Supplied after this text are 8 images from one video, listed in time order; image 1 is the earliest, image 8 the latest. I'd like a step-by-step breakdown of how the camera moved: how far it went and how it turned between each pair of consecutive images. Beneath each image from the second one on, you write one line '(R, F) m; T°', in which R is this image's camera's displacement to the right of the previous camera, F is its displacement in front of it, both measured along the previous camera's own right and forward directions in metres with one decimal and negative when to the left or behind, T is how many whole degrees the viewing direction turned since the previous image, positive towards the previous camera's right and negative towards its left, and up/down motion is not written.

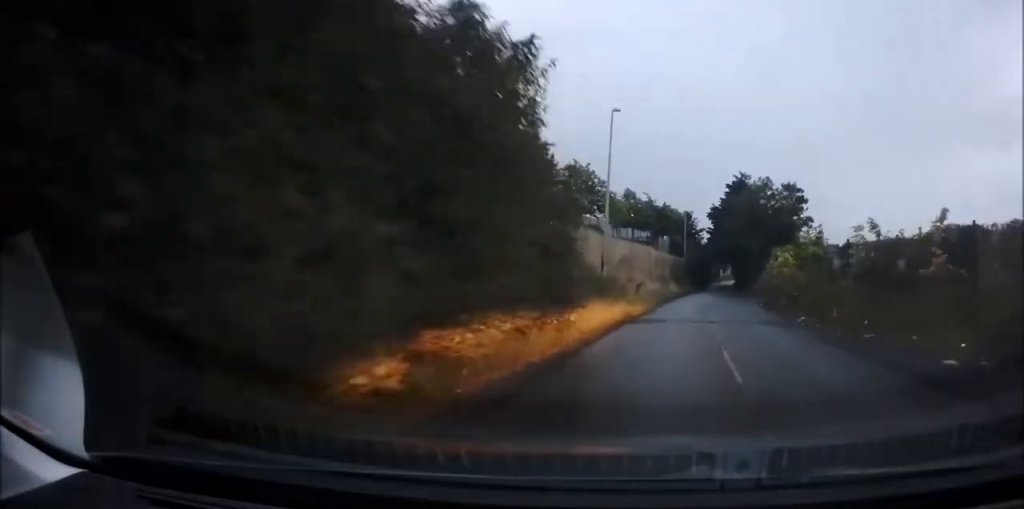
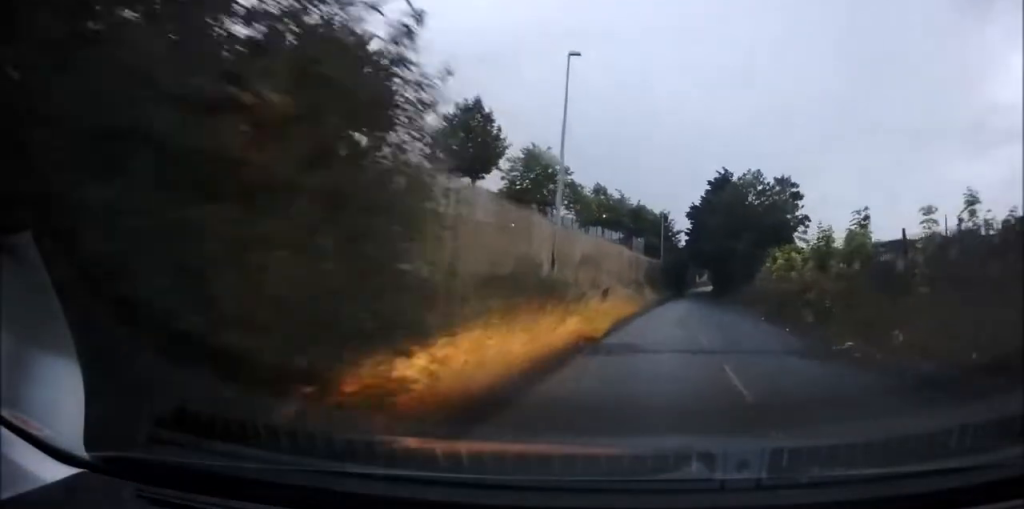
(+0.2, +7.0) m; +2°
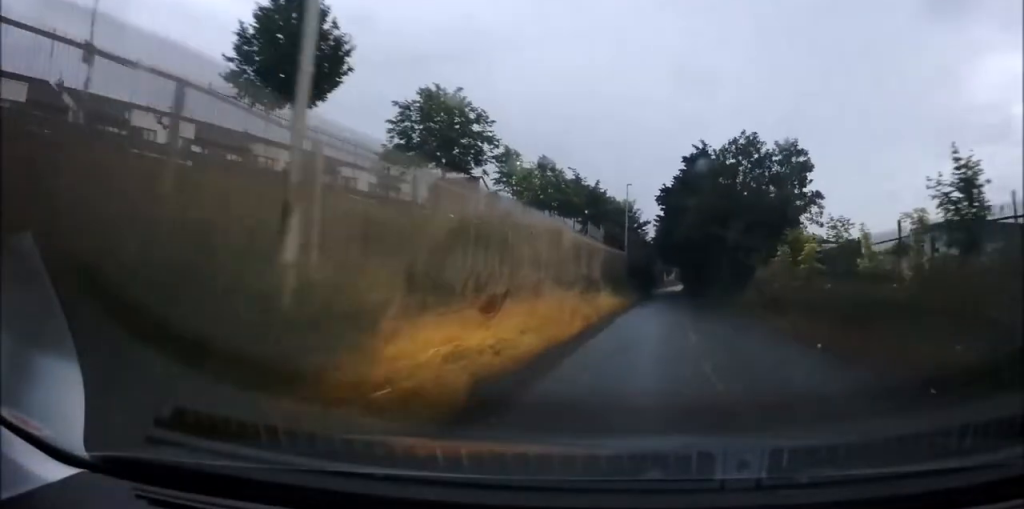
(+0.3, +11.9) m; +2°
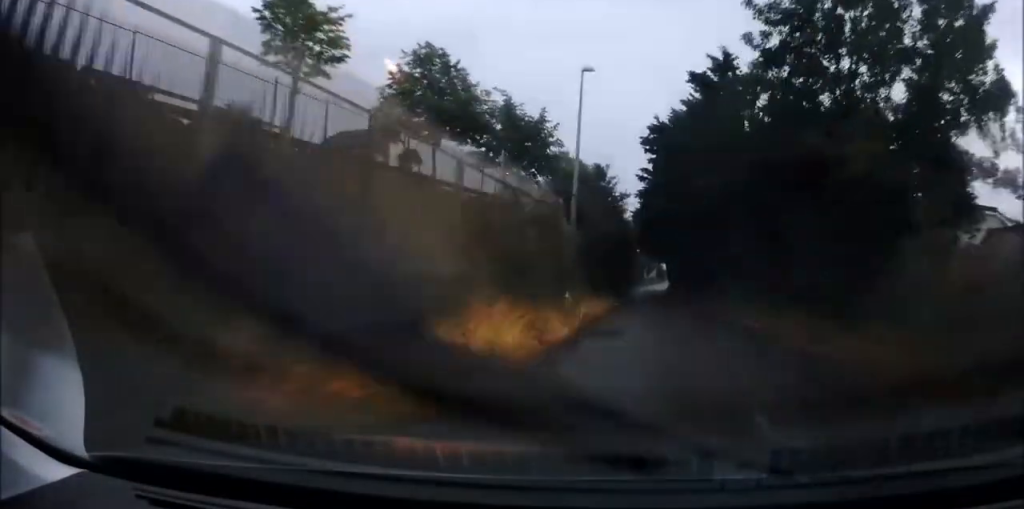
(+0.6, +21.8) m; +2°
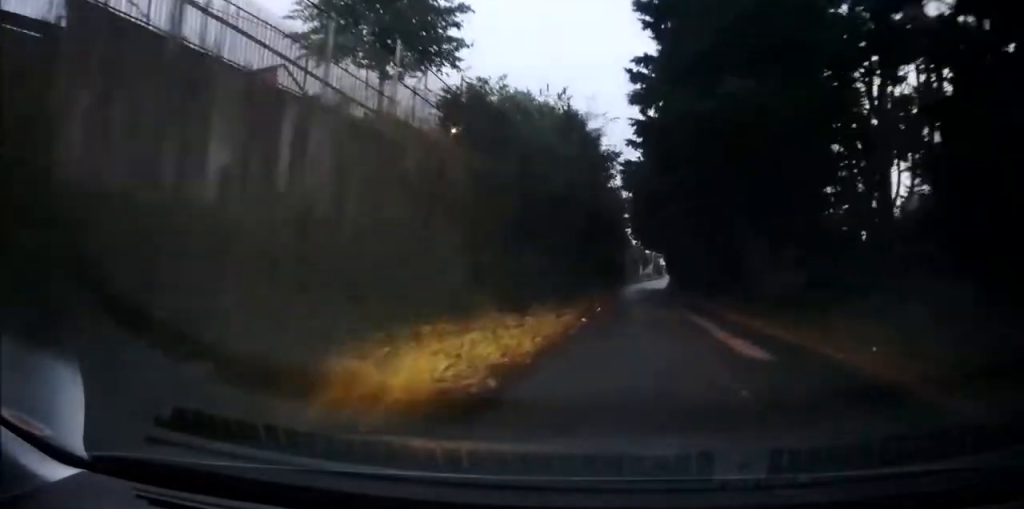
(+0.1, +16.9) m; 0°
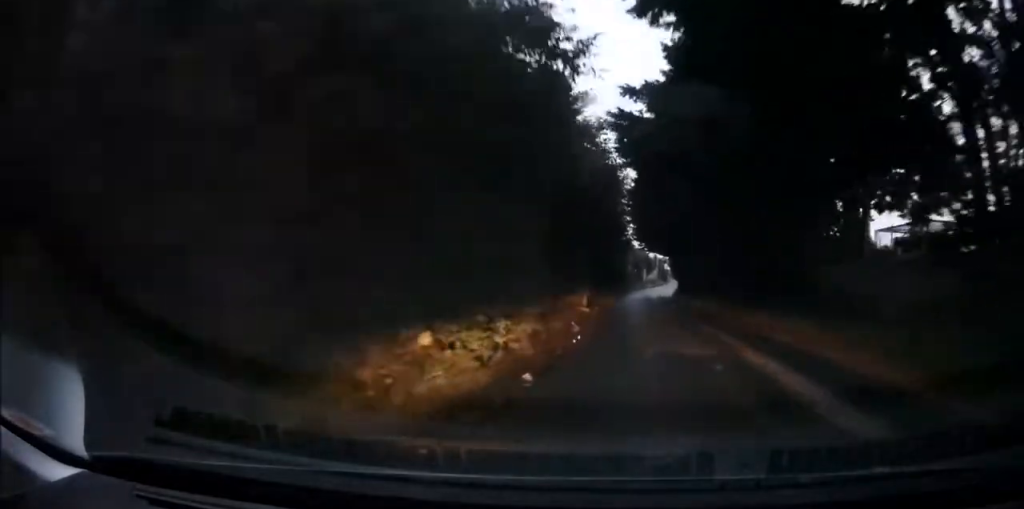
(0.0, +9.4) m; 0°
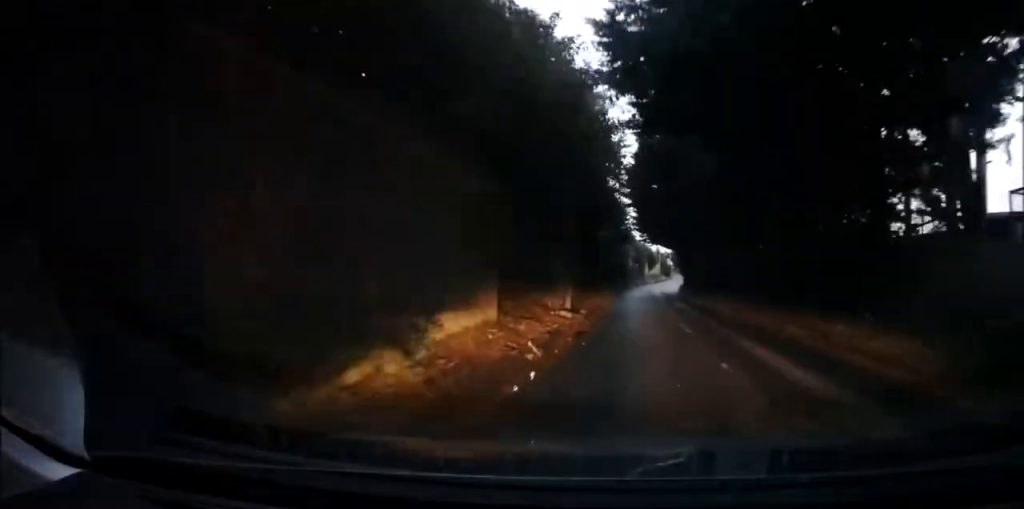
(0.0, +6.7) m; 0°
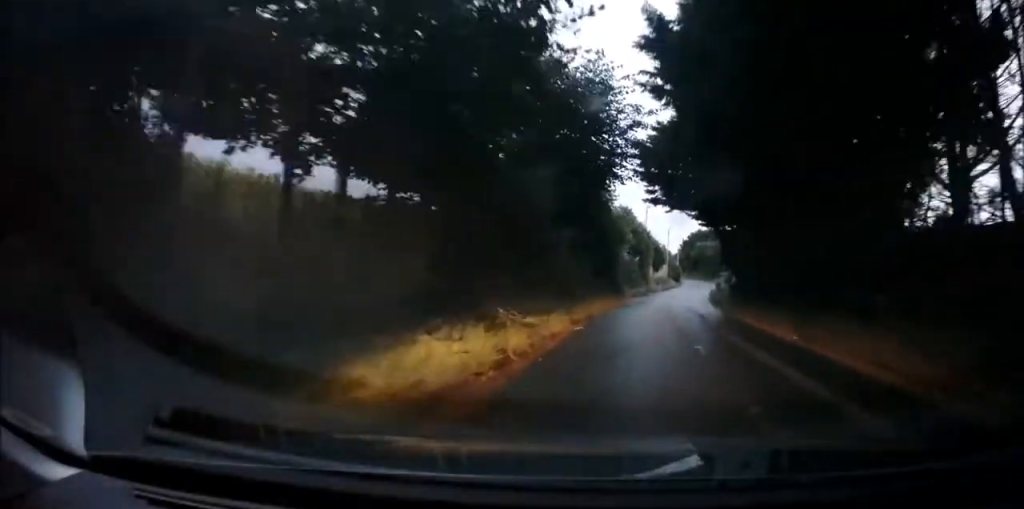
(0.0, +34.0) m; +1°
